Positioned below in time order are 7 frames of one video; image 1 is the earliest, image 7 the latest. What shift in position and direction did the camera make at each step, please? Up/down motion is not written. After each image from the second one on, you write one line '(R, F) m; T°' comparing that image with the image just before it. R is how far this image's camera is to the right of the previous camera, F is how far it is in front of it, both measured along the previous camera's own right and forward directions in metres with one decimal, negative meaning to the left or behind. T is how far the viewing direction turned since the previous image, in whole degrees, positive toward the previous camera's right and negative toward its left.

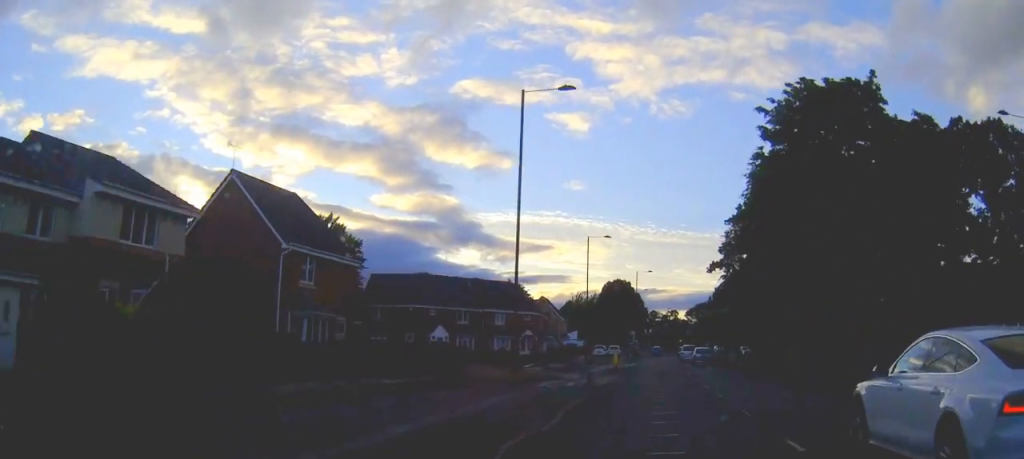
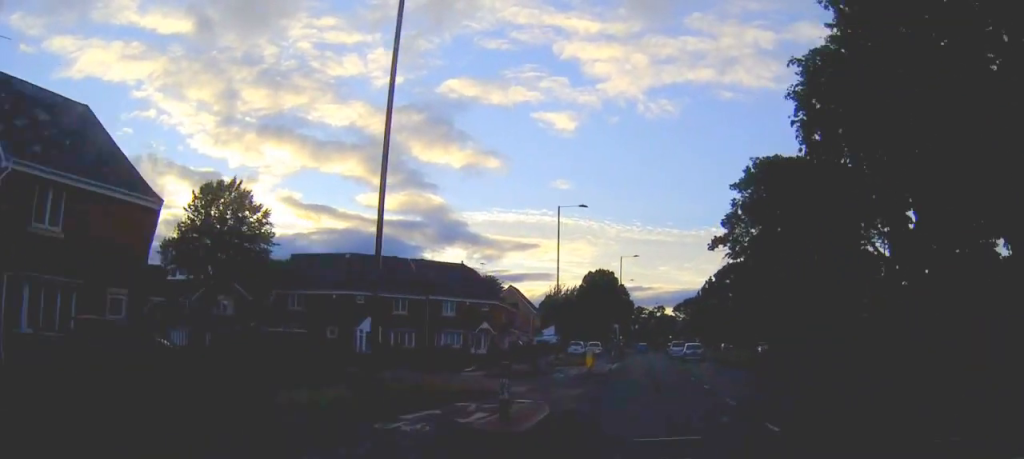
(+0.1, +14.3) m; +1°
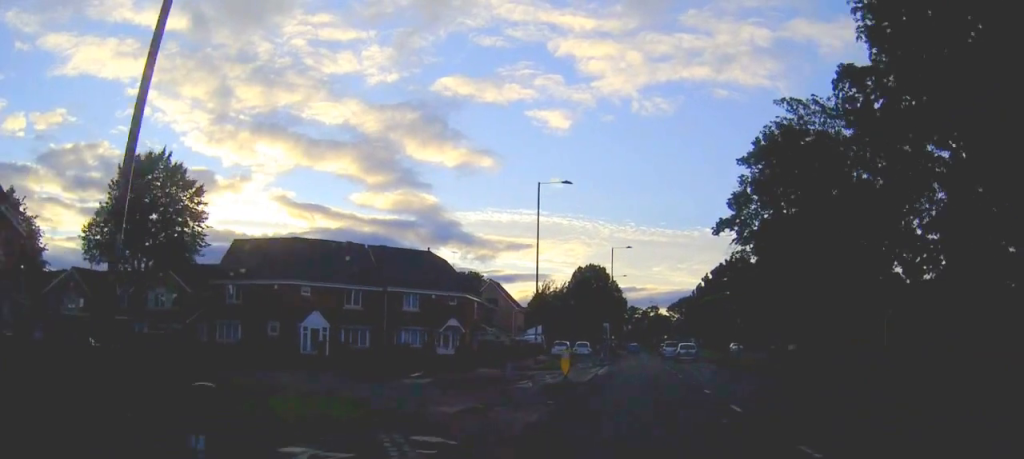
(0.0, +8.4) m; +1°
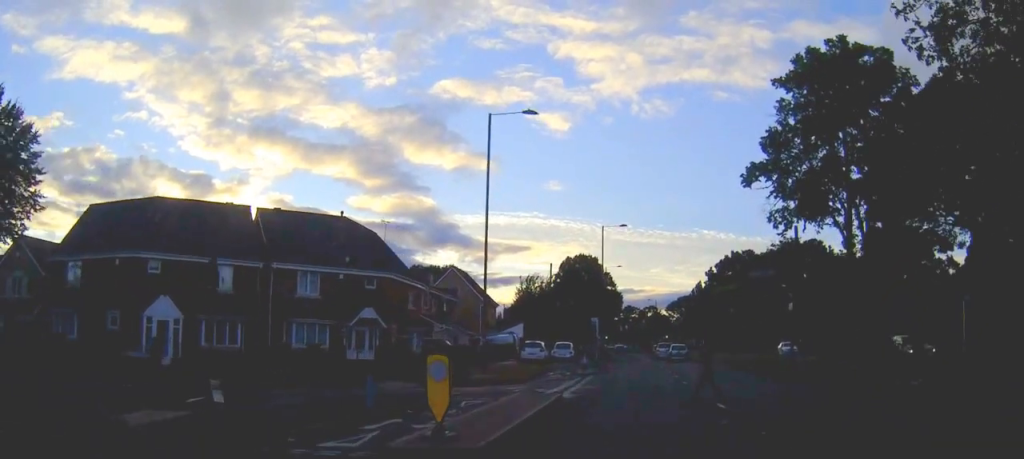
(+0.1, +16.0) m; 0°
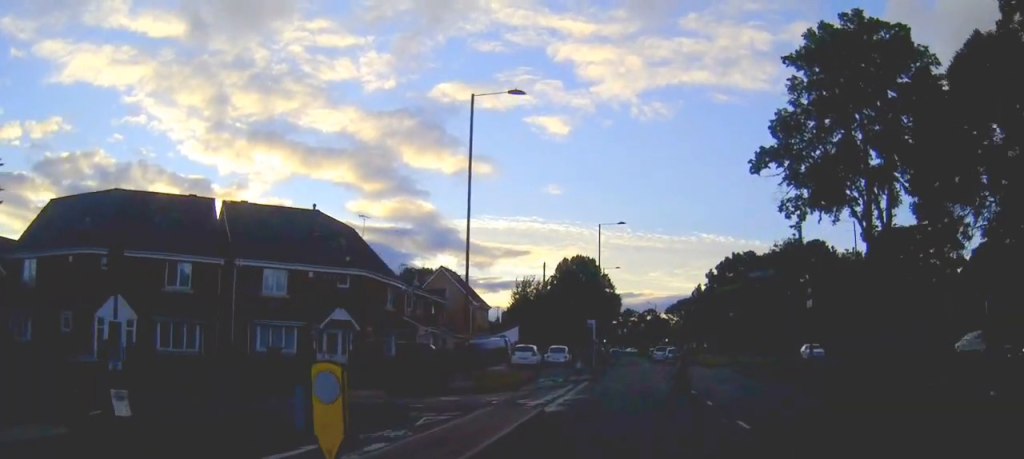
(0.0, +3.9) m; 0°
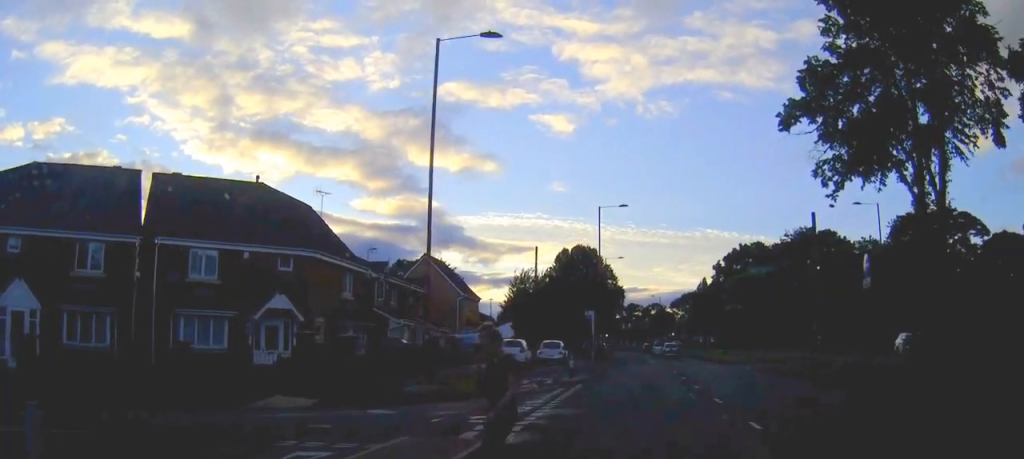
(0.0, +6.6) m; 0°
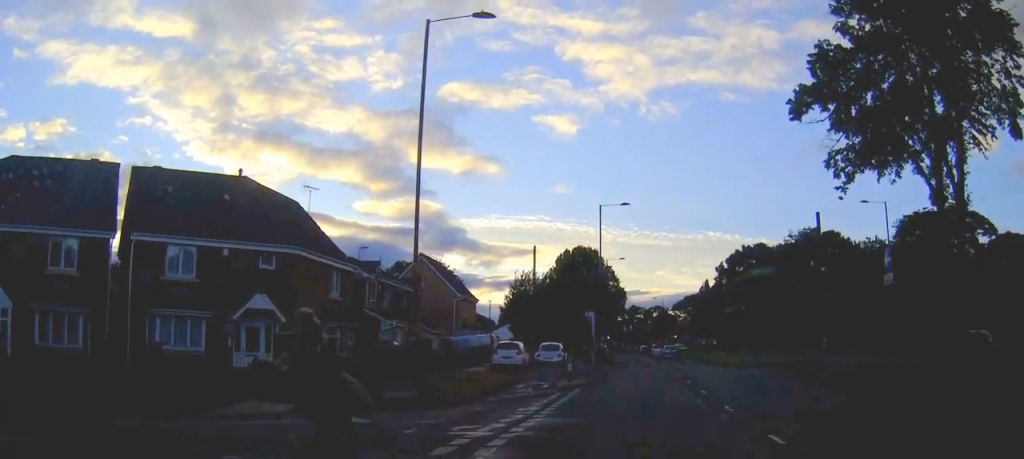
(0.0, +1.6) m; 0°
